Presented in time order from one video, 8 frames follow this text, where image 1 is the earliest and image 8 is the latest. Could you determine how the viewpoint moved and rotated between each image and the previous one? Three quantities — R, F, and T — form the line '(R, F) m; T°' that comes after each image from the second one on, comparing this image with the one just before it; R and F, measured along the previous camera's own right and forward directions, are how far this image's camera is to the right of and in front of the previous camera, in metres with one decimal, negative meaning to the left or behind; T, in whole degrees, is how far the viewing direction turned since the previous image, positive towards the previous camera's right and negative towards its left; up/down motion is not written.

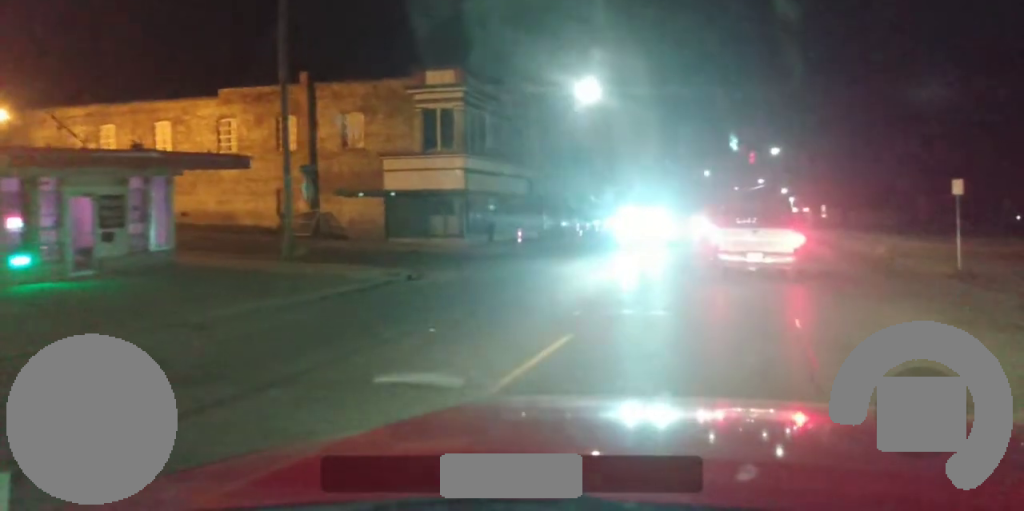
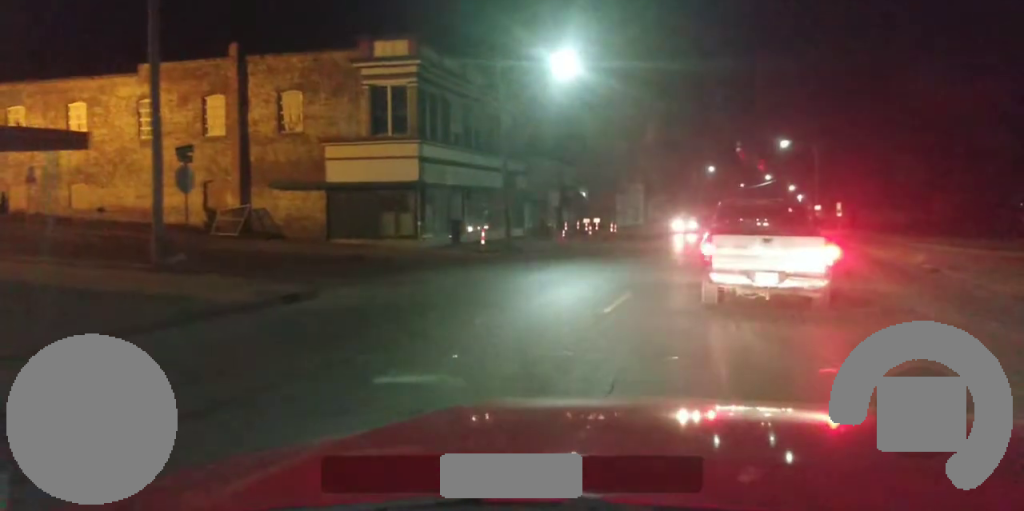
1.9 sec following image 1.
(+0.3, +6.6) m; +10°
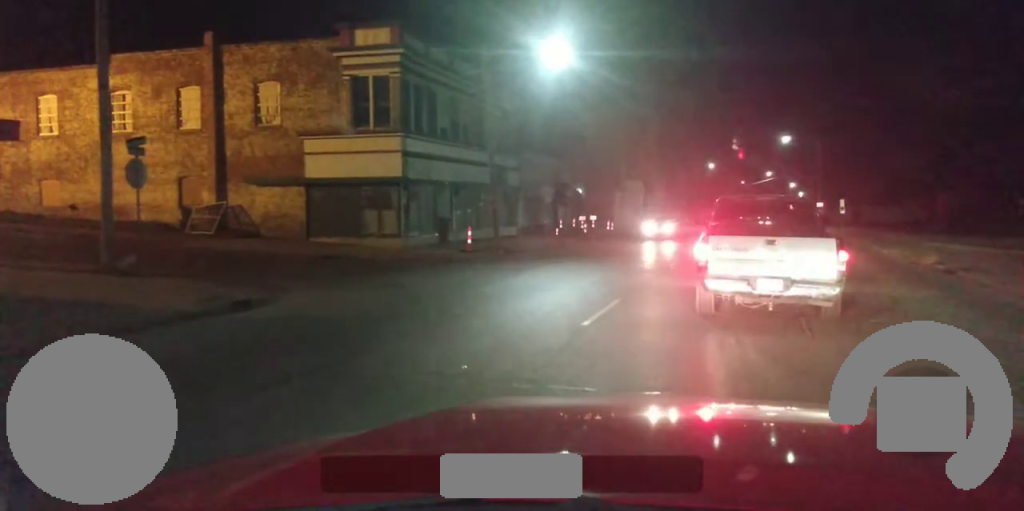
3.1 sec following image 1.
(+0.2, +2.1) m; -5°
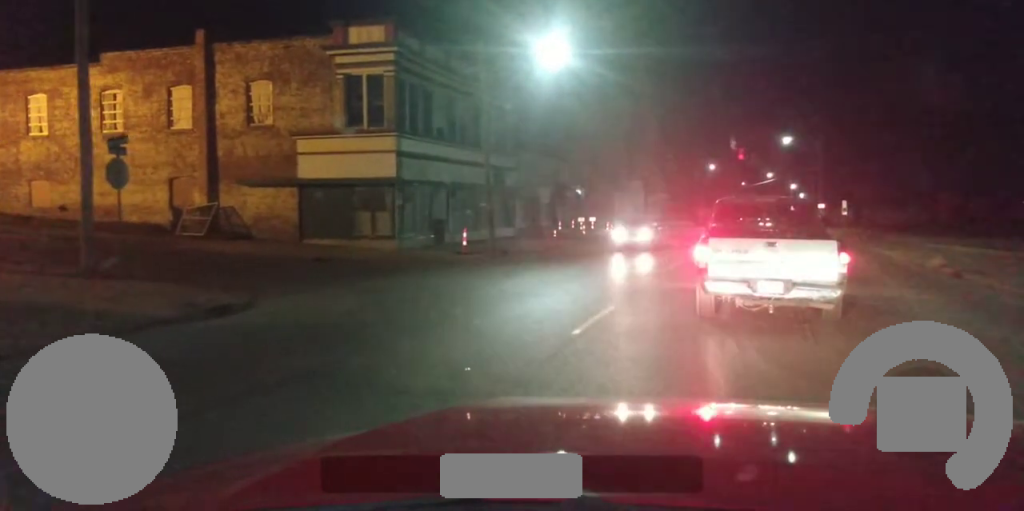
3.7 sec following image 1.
(-0.2, +0.9) m; -3°
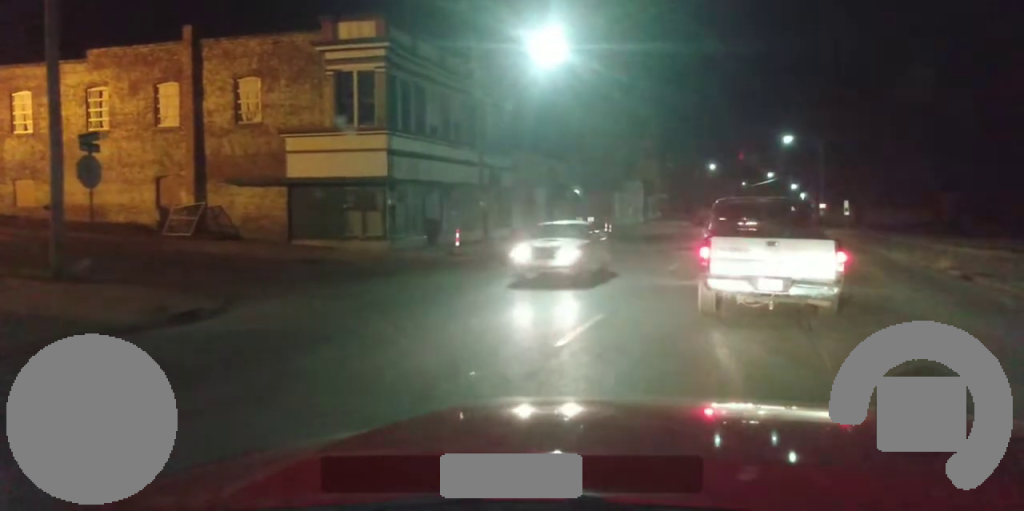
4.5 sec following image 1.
(0.0, +1.2) m; -1°
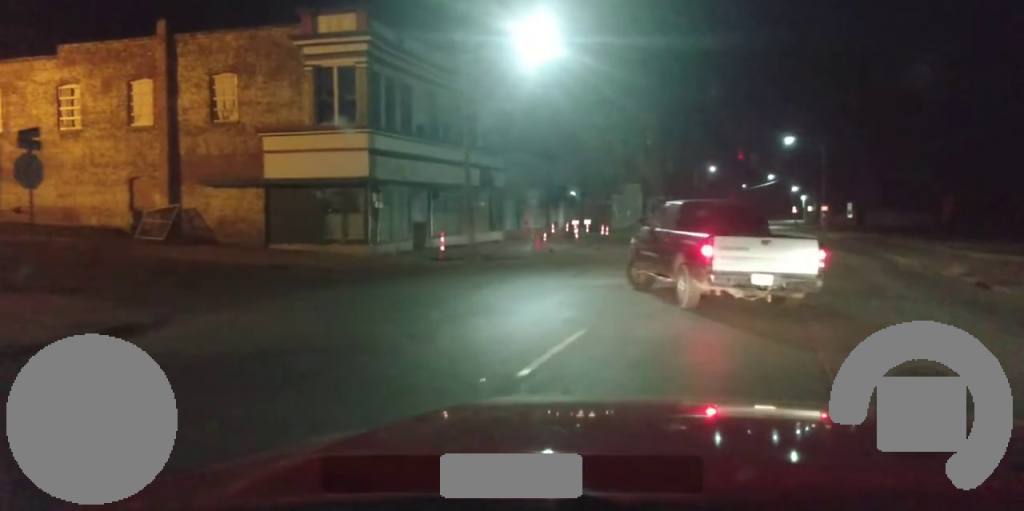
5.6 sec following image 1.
(+0.1, +2.0) m; -2°
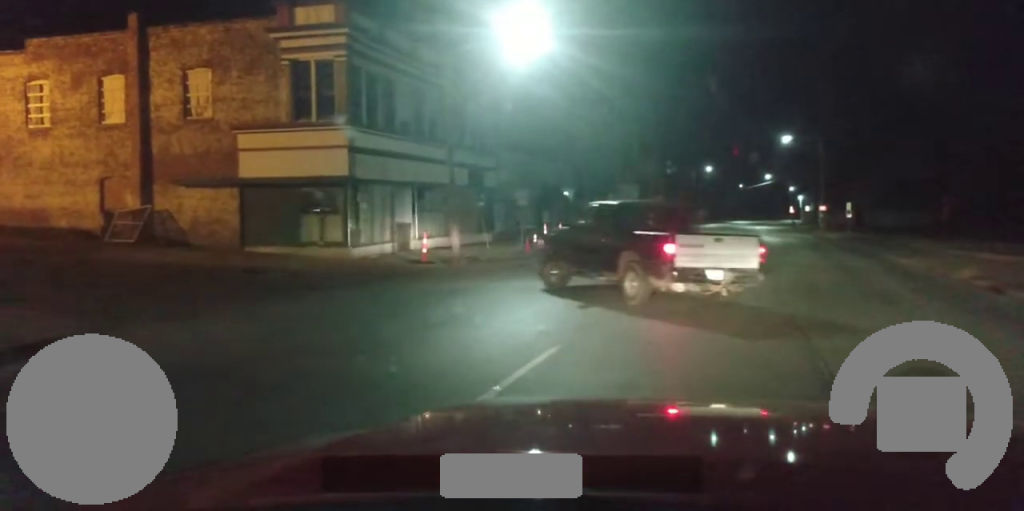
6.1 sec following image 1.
(0.0, +1.3) m; -4°
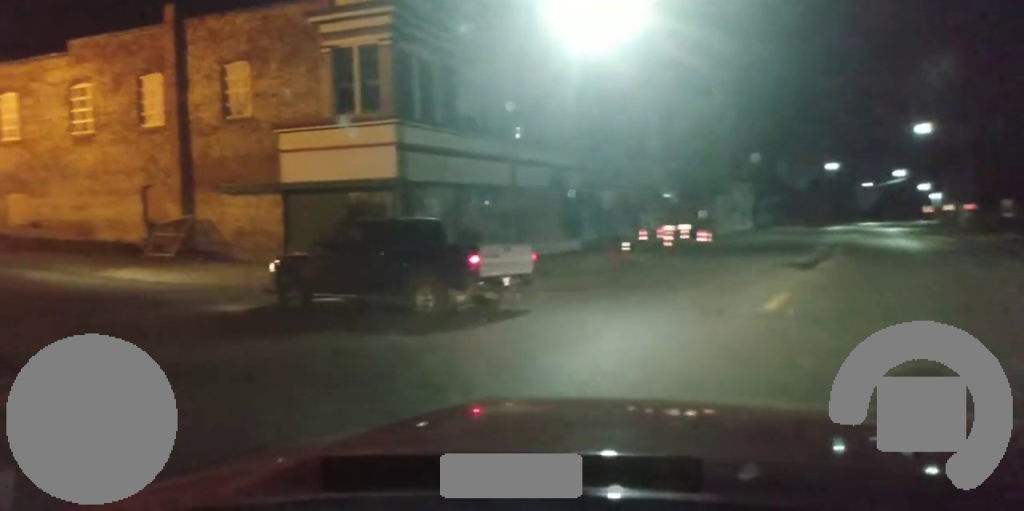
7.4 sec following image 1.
(-0.7, +4.8) m; -16°
